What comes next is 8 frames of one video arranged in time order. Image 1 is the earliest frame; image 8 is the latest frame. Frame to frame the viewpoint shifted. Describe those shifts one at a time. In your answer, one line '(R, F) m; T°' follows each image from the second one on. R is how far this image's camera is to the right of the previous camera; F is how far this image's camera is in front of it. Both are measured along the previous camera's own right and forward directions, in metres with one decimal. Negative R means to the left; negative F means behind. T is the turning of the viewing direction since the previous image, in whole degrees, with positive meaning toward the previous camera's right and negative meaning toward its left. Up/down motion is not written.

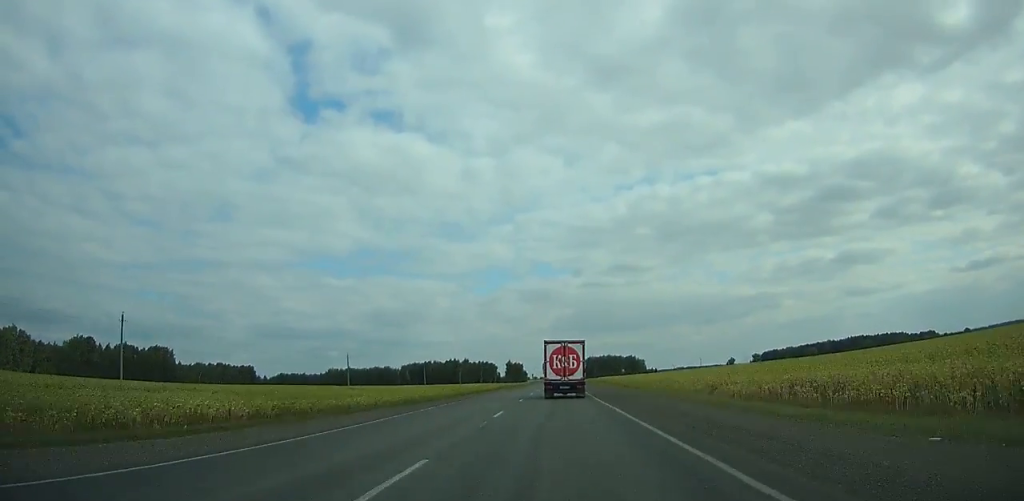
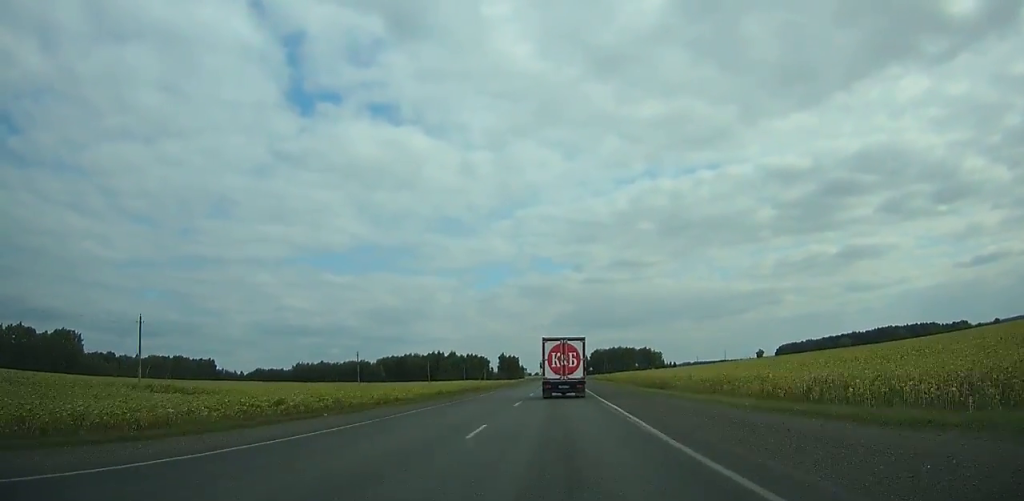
(-0.2, +72.6) m; 0°
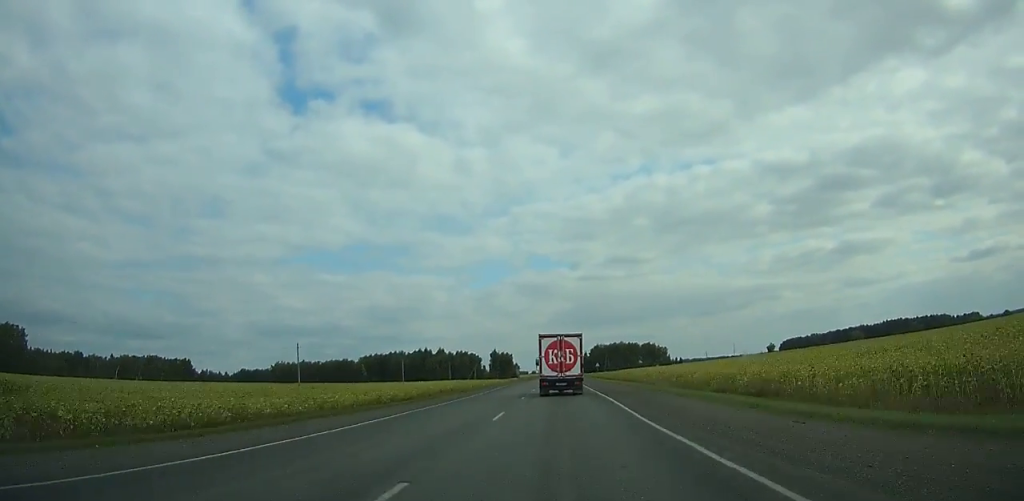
(-0.1, +32.1) m; 0°
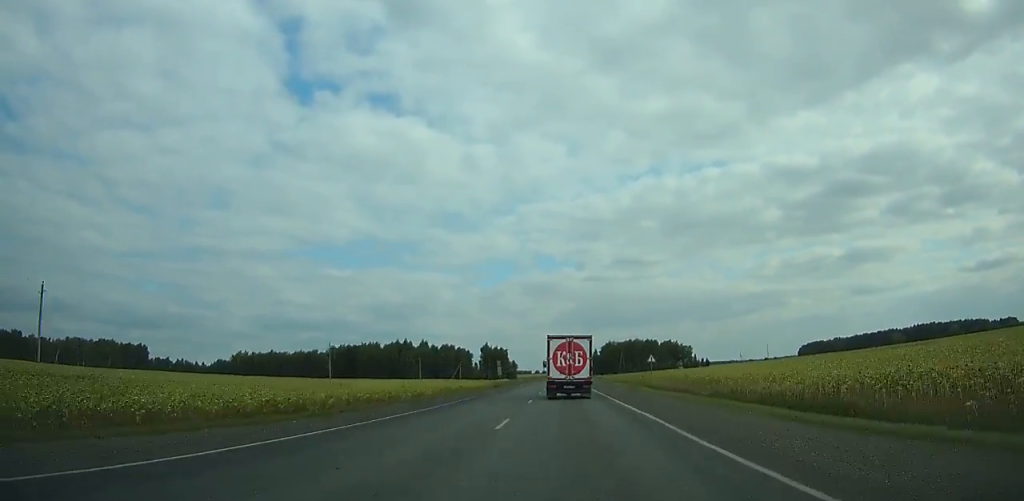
(-0.2, +62.9) m; 0°
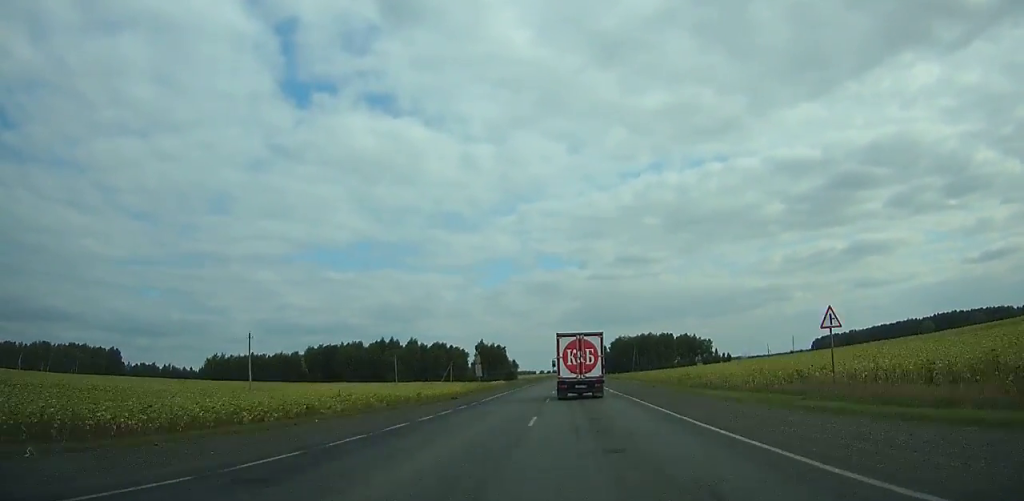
(0.0, +35.4) m; 0°
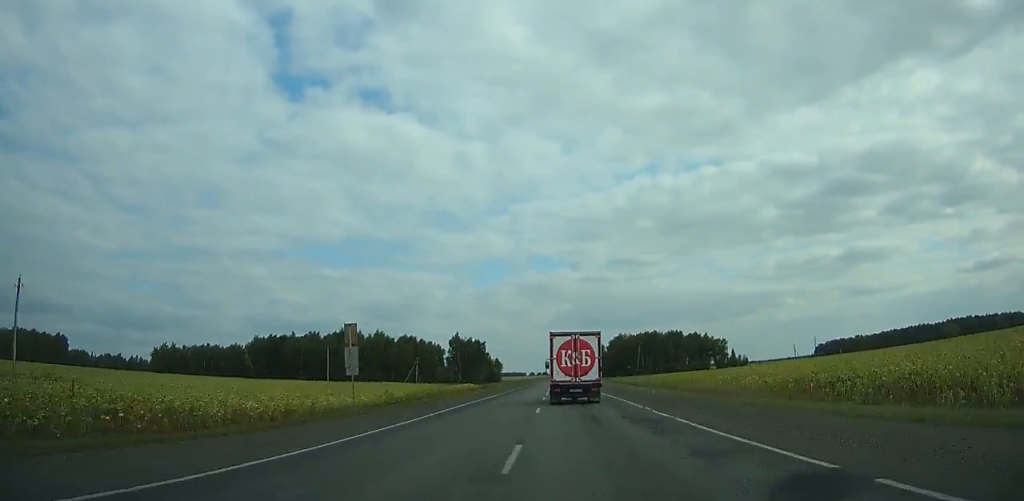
(-0.1, +43.1) m; 0°
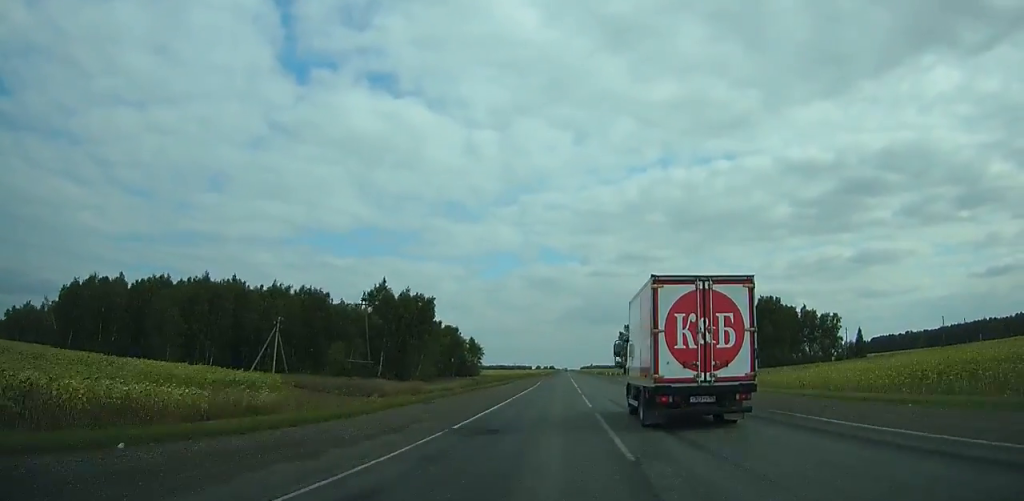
(+0.4, +101.5) m; 0°
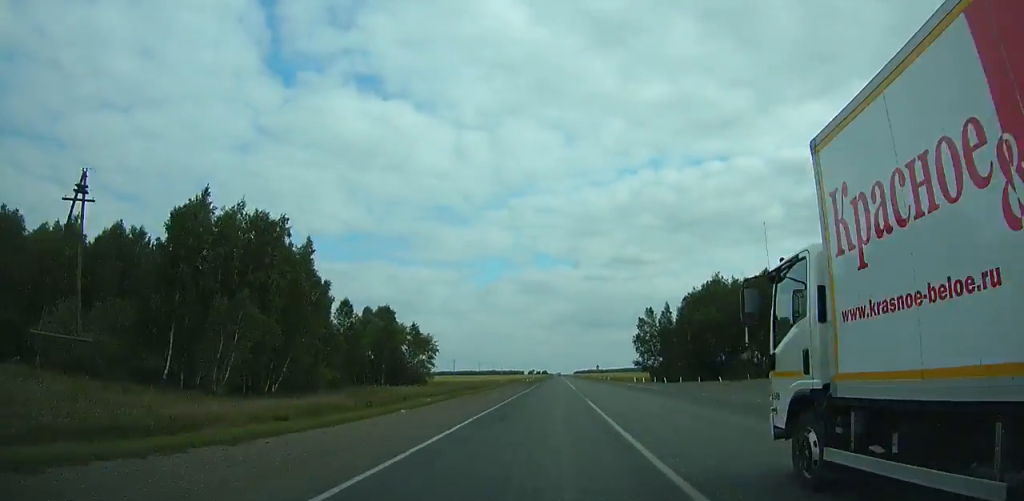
(0.0, +56.3) m; +1°
